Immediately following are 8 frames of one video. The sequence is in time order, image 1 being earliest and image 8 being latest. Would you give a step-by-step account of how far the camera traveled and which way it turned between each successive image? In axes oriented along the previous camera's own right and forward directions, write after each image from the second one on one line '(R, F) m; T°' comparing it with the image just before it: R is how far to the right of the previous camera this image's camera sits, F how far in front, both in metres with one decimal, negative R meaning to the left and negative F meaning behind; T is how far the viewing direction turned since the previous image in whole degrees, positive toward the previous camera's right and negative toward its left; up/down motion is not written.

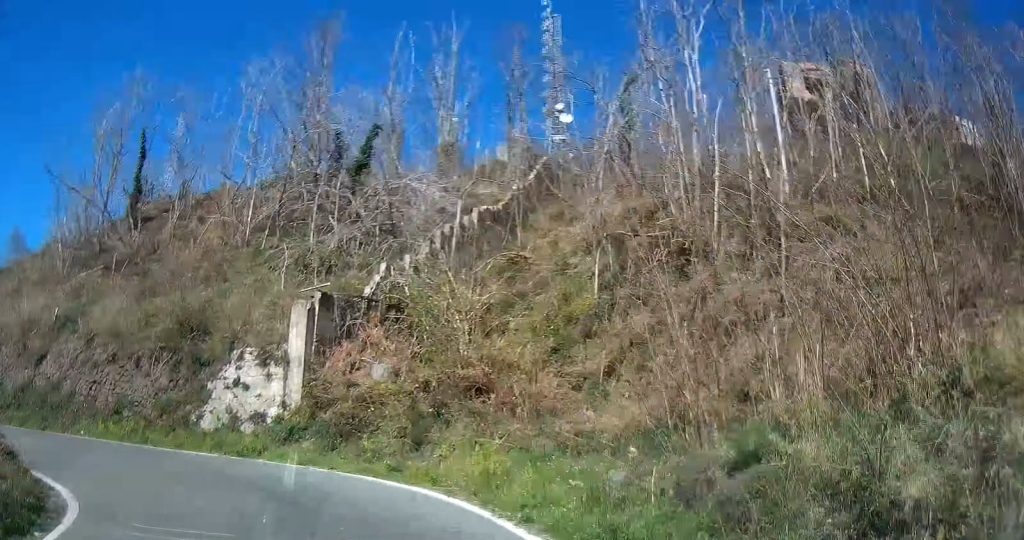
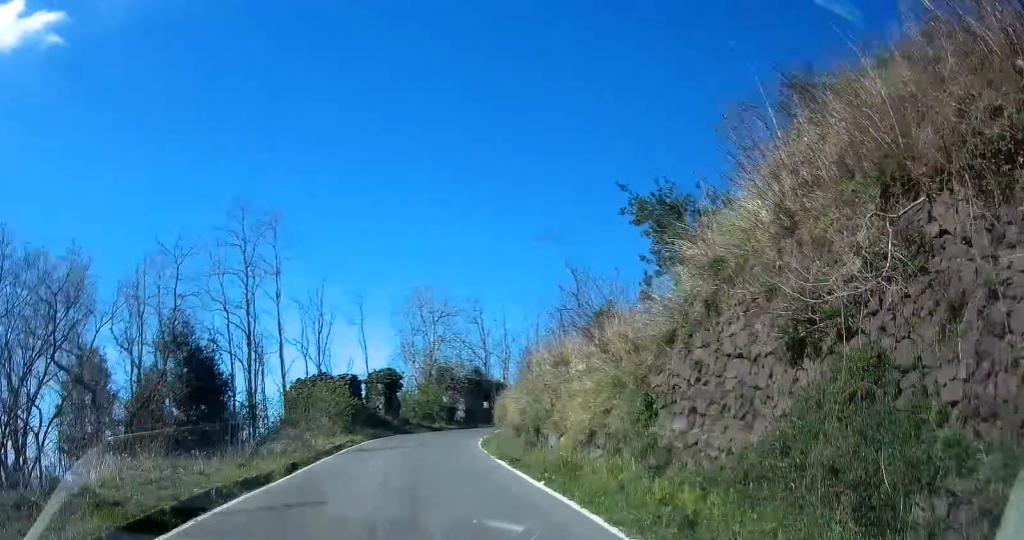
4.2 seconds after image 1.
(-17.0, +31.0) m; -31°
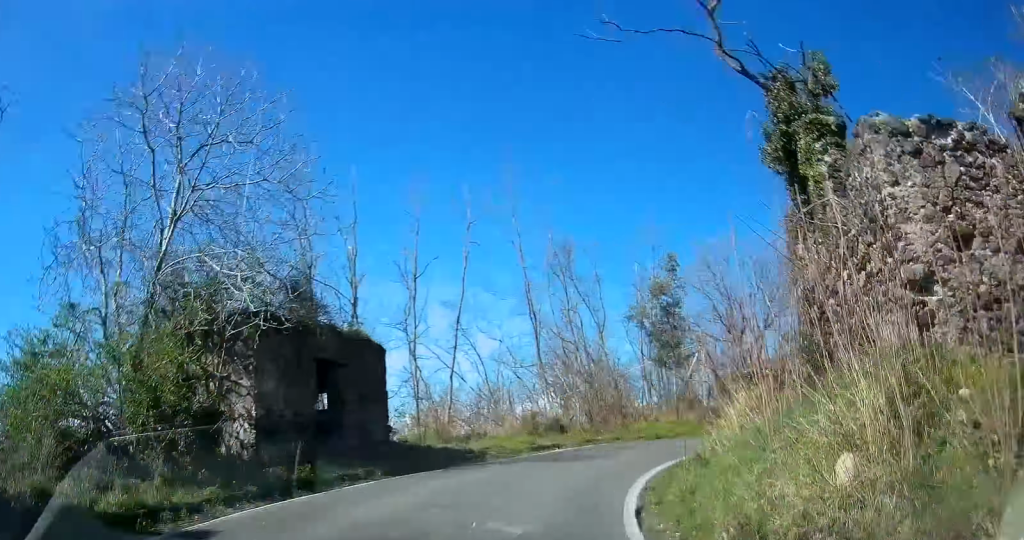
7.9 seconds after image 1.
(-3.9, +35.3) m; +15°
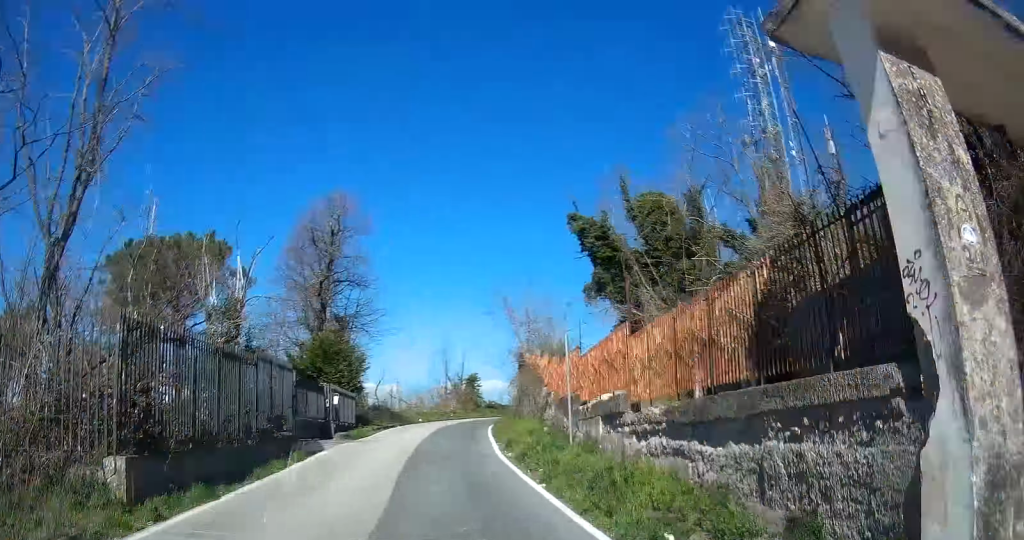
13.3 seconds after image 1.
(+18.2, +48.9) m; +36°
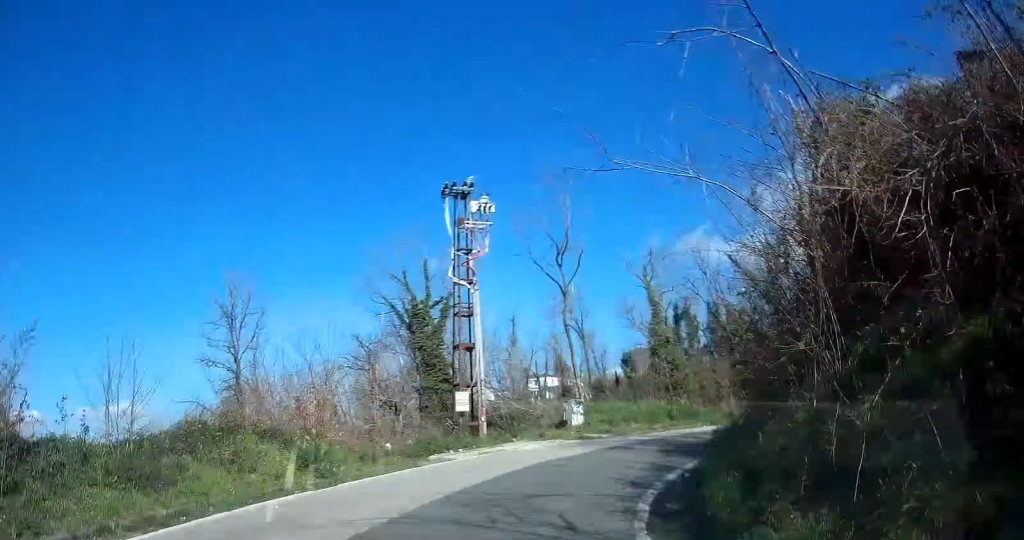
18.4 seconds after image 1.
(+11.5, +50.1) m; +27°
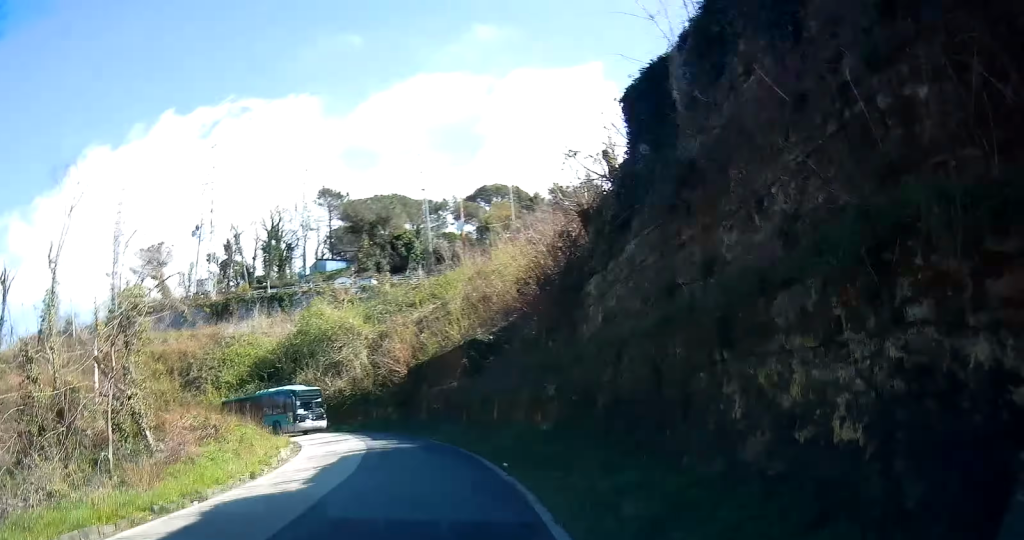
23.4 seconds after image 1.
(+11.9, +46.7) m; +21°
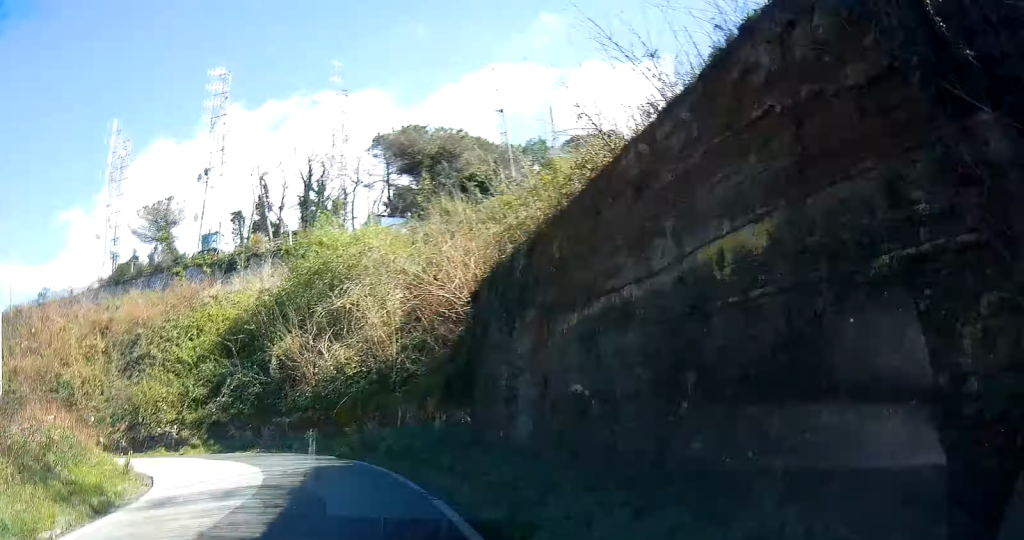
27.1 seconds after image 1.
(+2.4, +33.7) m; +15°
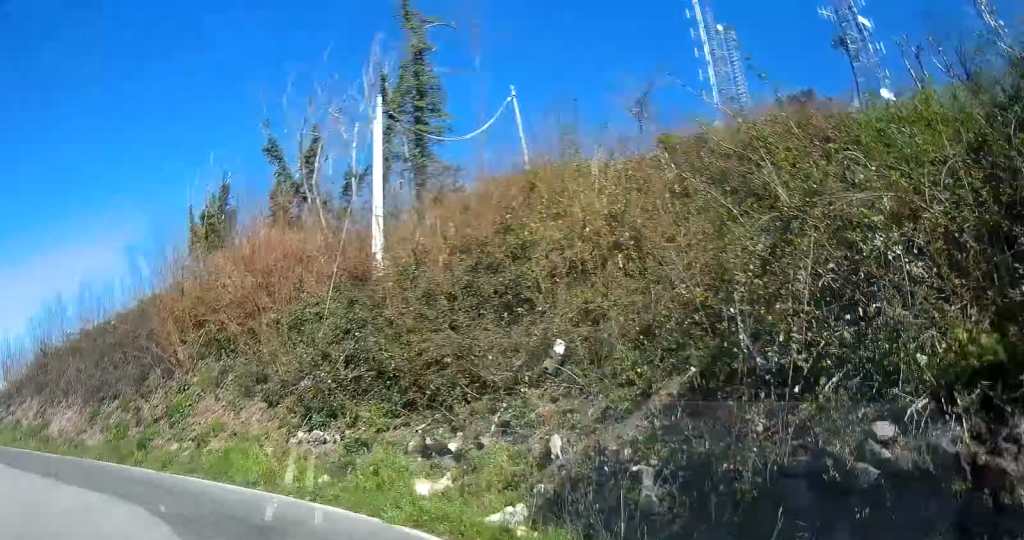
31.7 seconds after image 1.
(+8.3, +33.6) m; -18°
